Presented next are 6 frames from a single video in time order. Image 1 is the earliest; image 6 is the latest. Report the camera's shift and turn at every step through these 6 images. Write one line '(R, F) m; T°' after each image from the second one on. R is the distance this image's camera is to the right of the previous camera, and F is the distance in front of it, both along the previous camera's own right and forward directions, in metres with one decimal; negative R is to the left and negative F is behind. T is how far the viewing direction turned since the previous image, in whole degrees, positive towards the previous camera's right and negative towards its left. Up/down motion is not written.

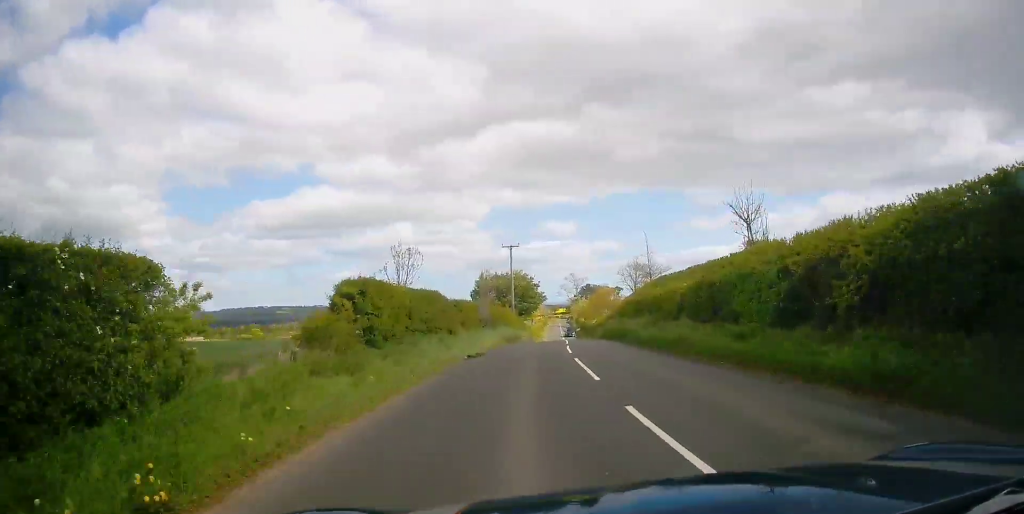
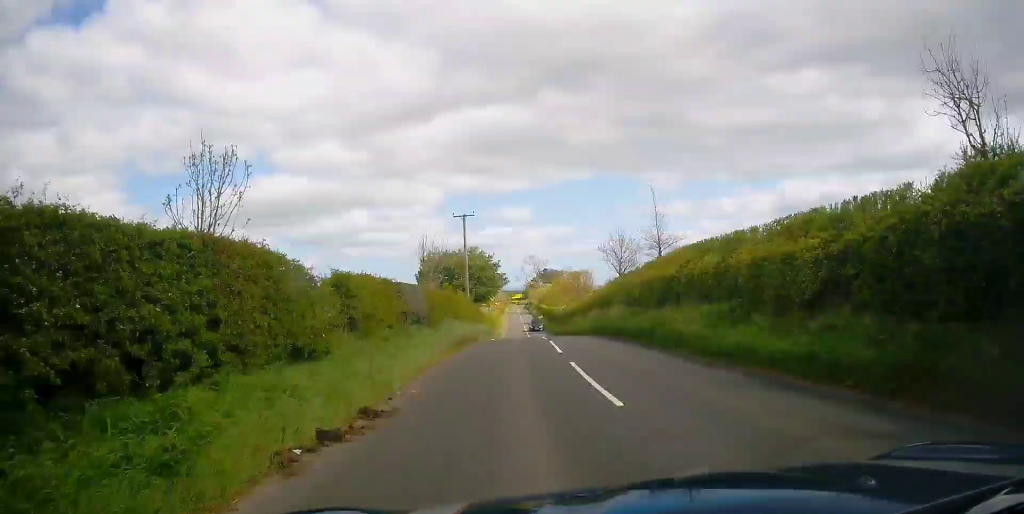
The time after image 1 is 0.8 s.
(+0.6, +11.4) m; +6°
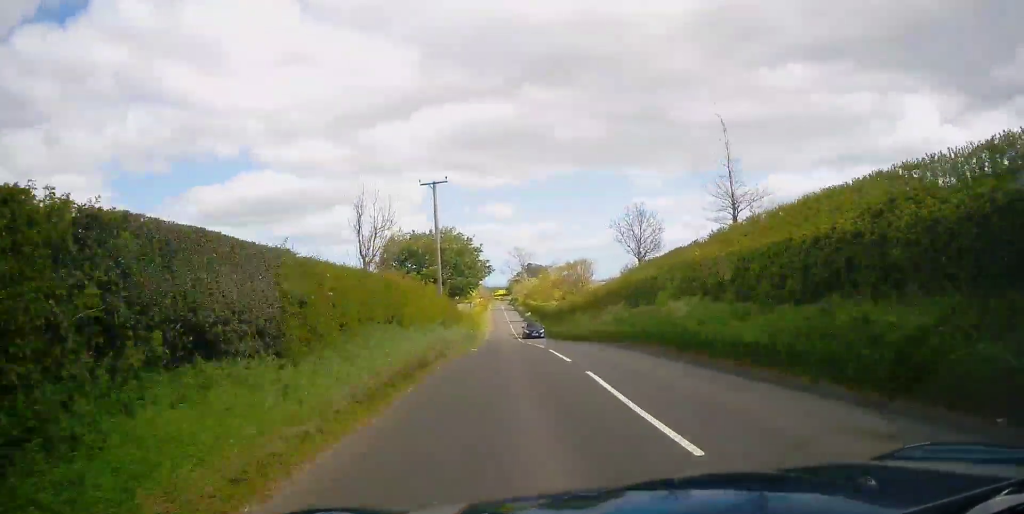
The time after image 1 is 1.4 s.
(+0.7, +10.6) m; +3°
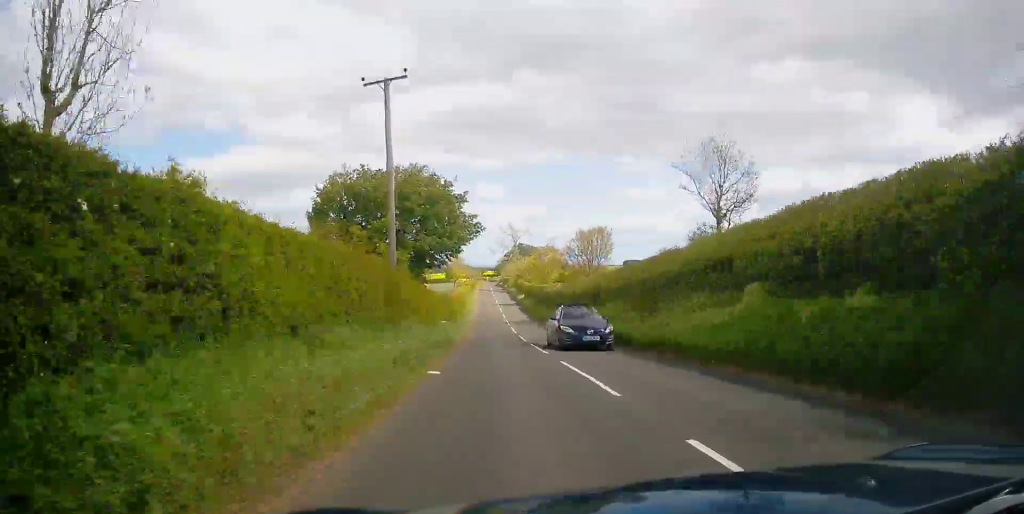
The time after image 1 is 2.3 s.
(+0.3, +14.2) m; +2°
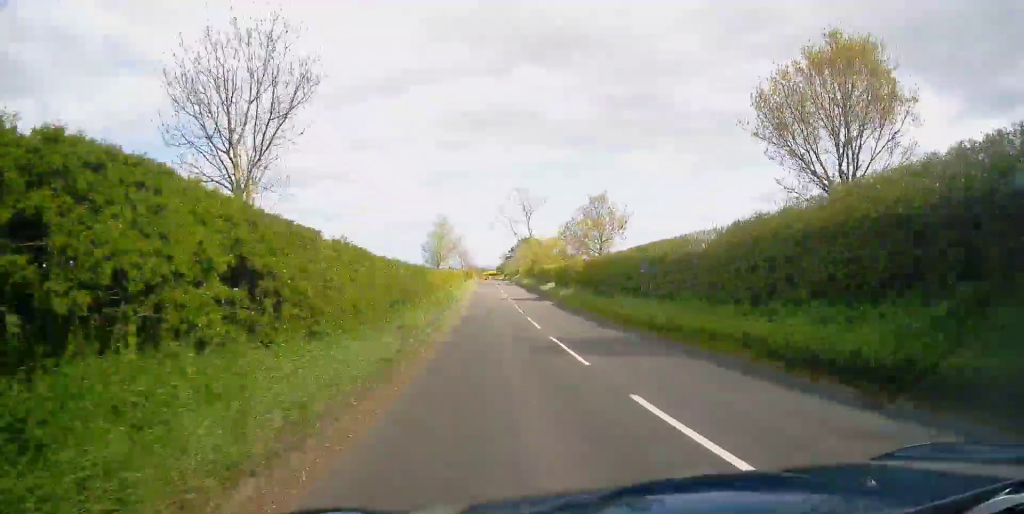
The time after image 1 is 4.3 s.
(+0.7, +32.7) m; +2°
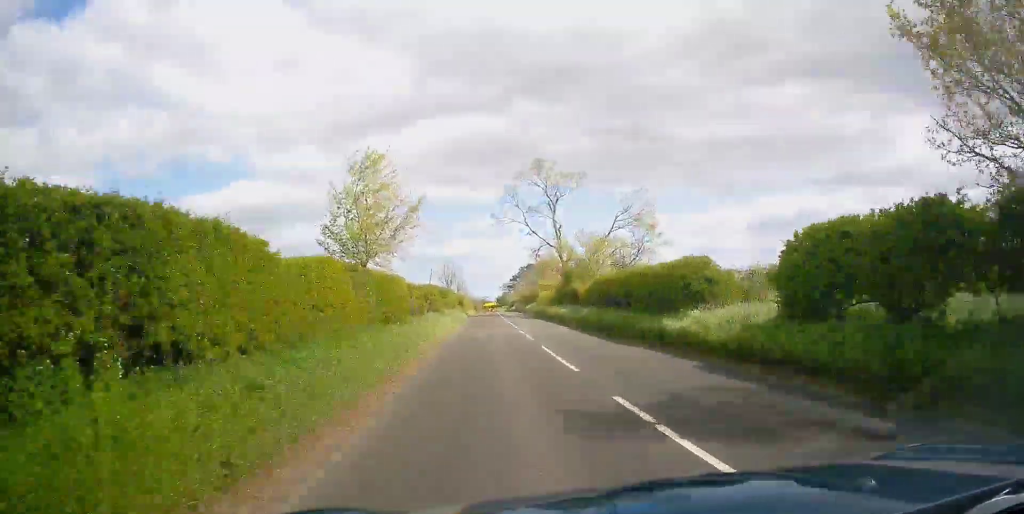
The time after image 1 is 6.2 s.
(+0.4, +34.8) m; +1°
